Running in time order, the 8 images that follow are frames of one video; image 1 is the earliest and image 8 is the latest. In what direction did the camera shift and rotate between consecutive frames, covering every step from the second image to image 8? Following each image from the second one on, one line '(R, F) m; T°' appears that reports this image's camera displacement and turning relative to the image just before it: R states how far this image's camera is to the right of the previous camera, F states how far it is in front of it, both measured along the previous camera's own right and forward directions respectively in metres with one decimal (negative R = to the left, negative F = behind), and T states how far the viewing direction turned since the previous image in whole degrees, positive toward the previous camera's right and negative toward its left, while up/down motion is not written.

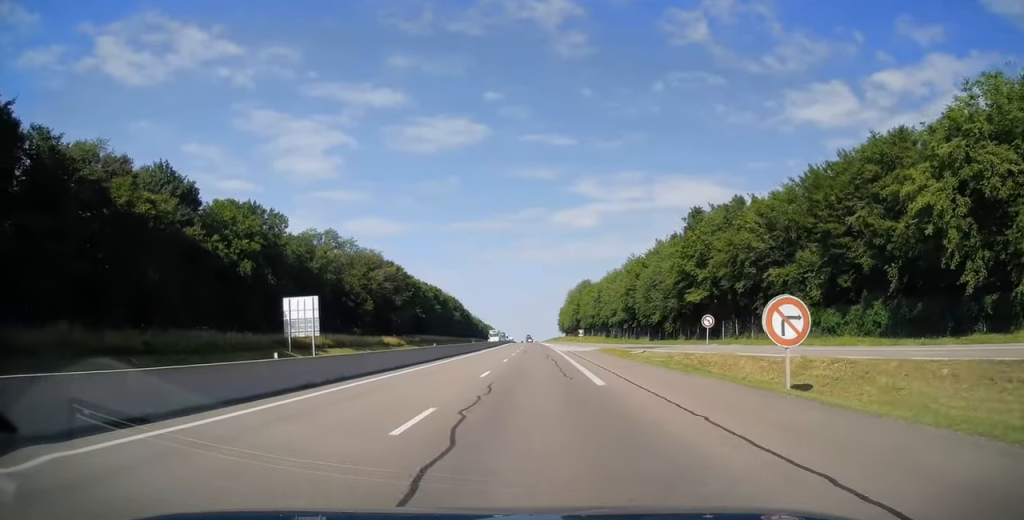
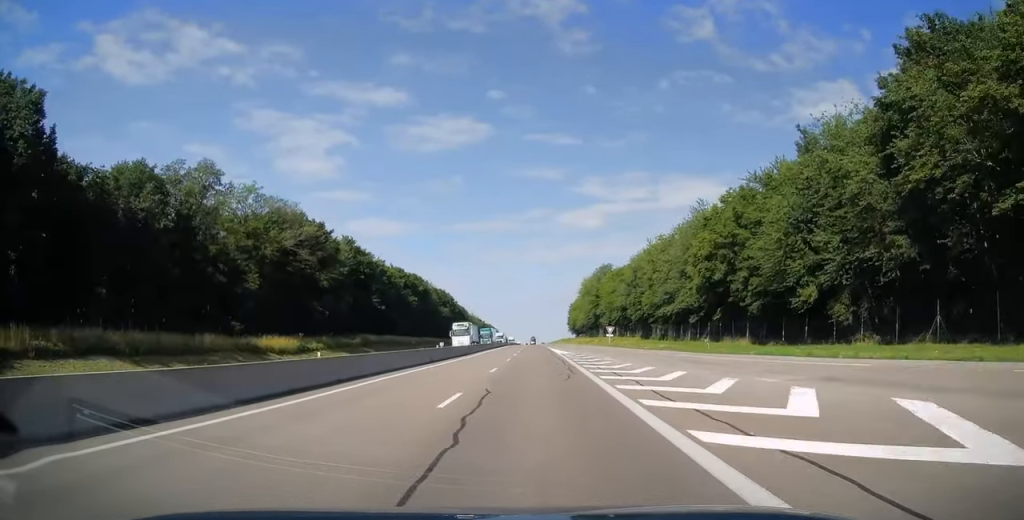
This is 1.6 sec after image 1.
(0.0, +43.6) m; 0°
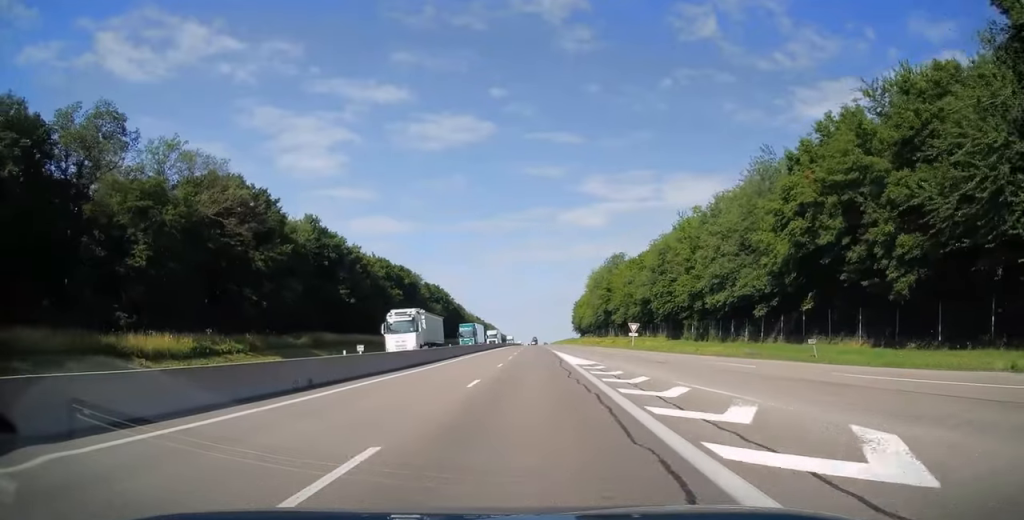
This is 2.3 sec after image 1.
(0.0, +18.8) m; 0°
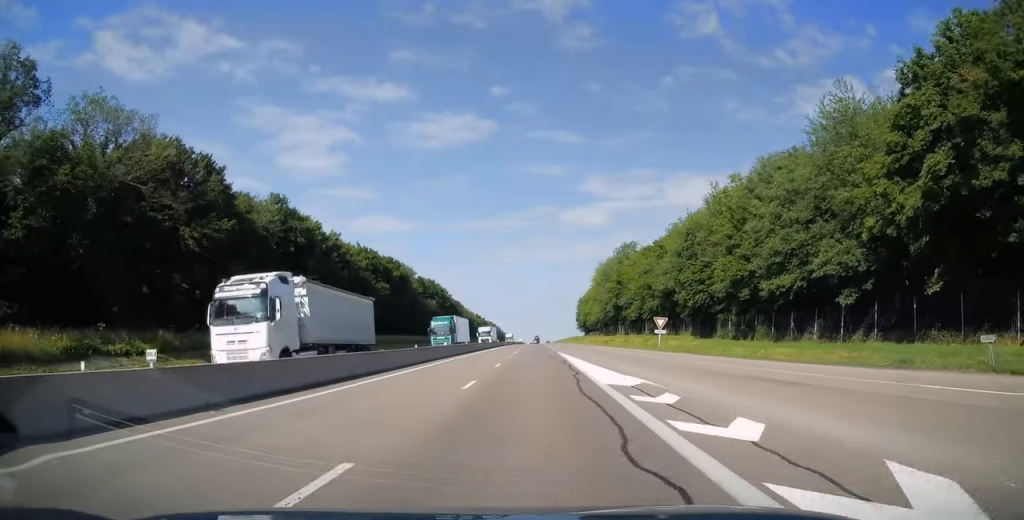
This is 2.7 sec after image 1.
(-0.1, +13.3) m; 0°
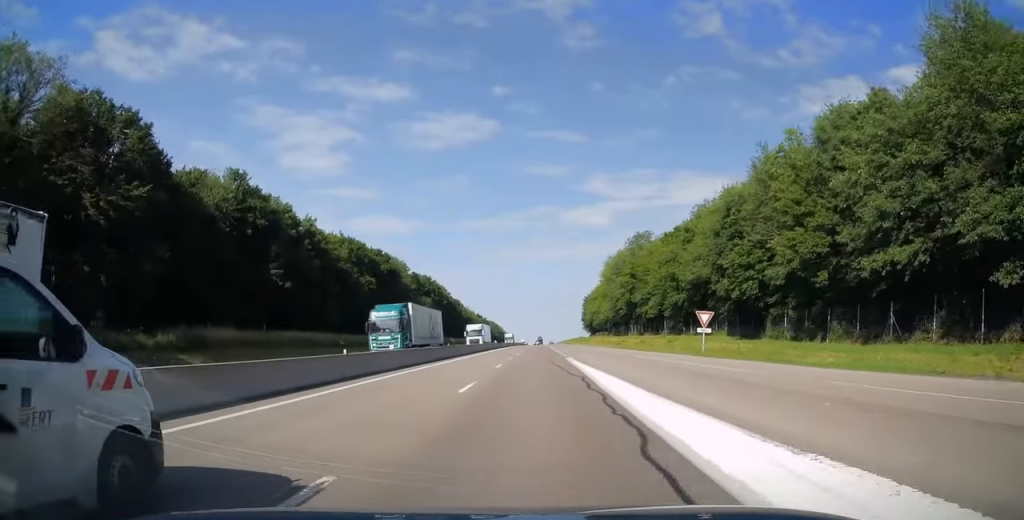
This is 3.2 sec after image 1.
(0.0, +13.0) m; 0°
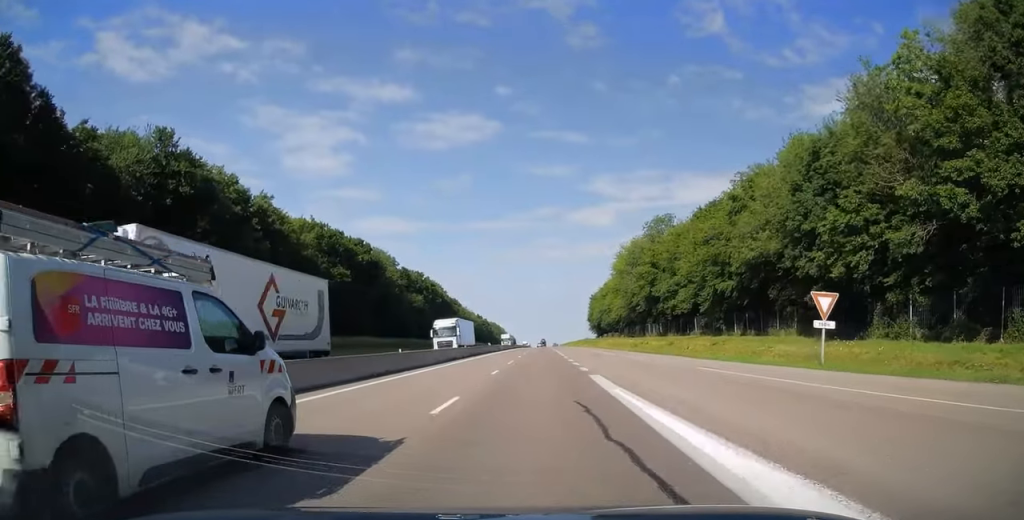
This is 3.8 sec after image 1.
(-0.1, +16.8) m; 0°
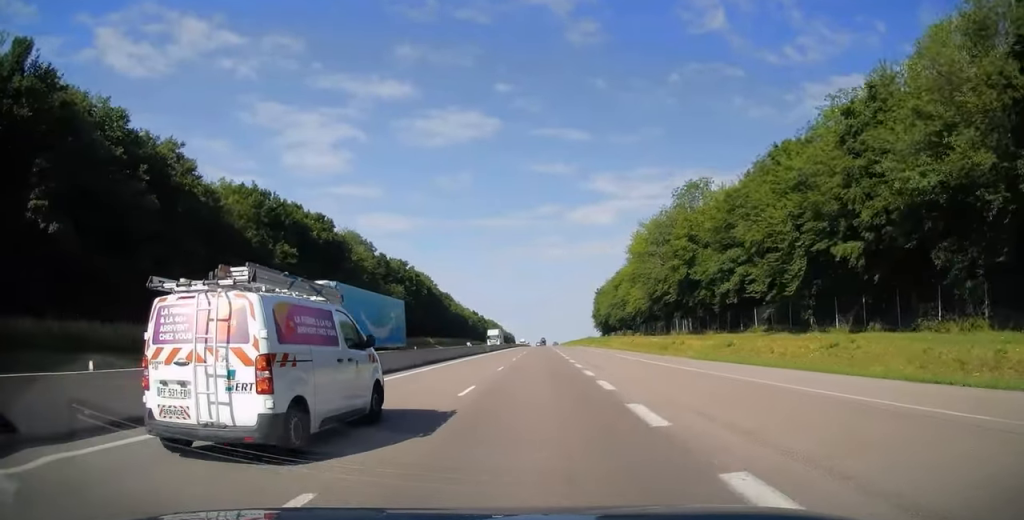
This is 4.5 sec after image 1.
(-0.1, +21.9) m; 0°
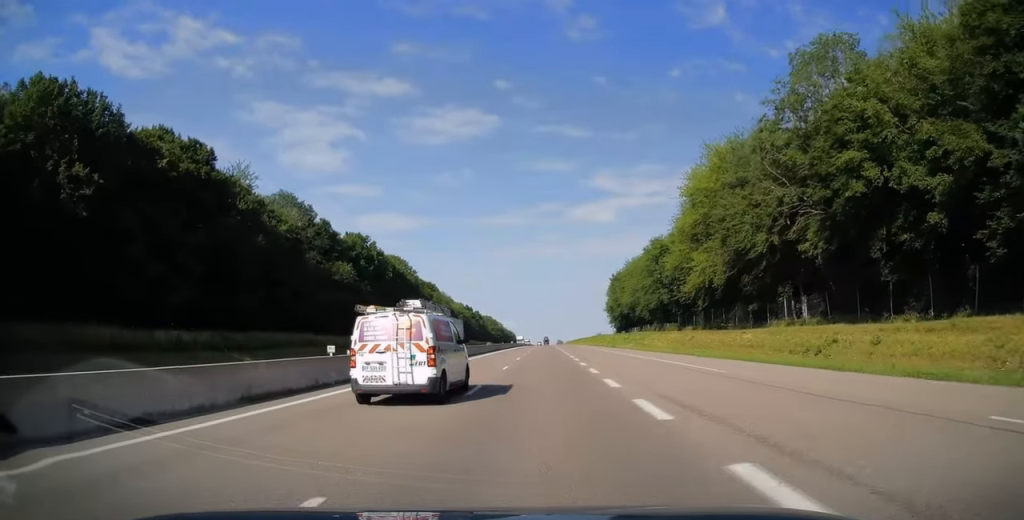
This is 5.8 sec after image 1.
(0.0, +38.4) m; 0°
